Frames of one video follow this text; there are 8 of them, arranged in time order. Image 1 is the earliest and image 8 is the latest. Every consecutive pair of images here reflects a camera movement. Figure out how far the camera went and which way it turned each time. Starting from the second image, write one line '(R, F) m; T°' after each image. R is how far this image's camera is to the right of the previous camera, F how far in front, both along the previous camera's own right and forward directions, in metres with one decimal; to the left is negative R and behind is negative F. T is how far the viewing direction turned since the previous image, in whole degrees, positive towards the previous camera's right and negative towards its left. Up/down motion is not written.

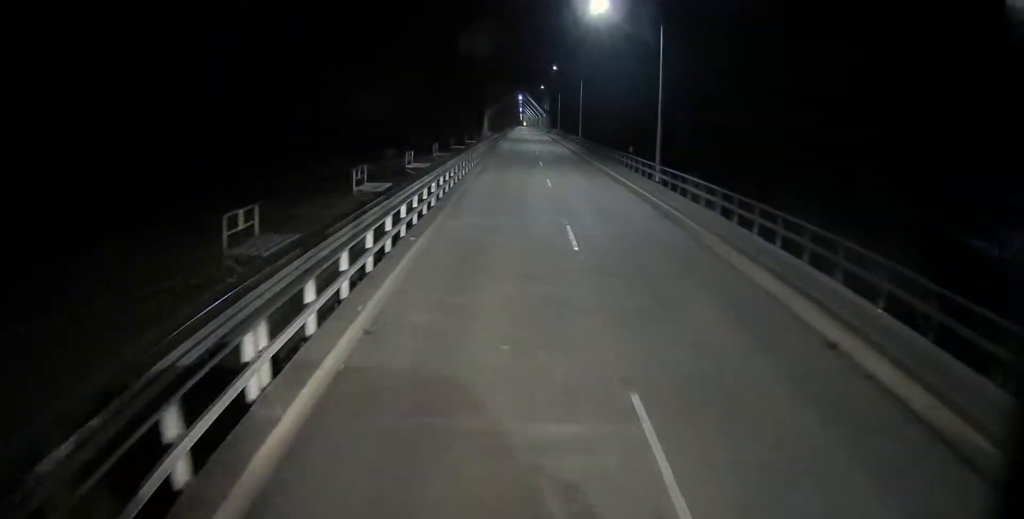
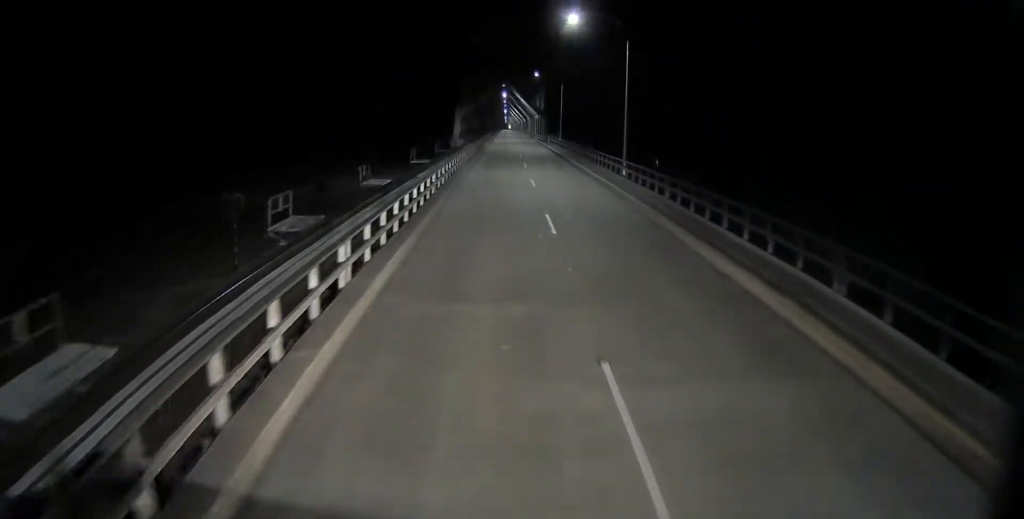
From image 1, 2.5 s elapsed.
(+0.4, +36.6) m; +1°
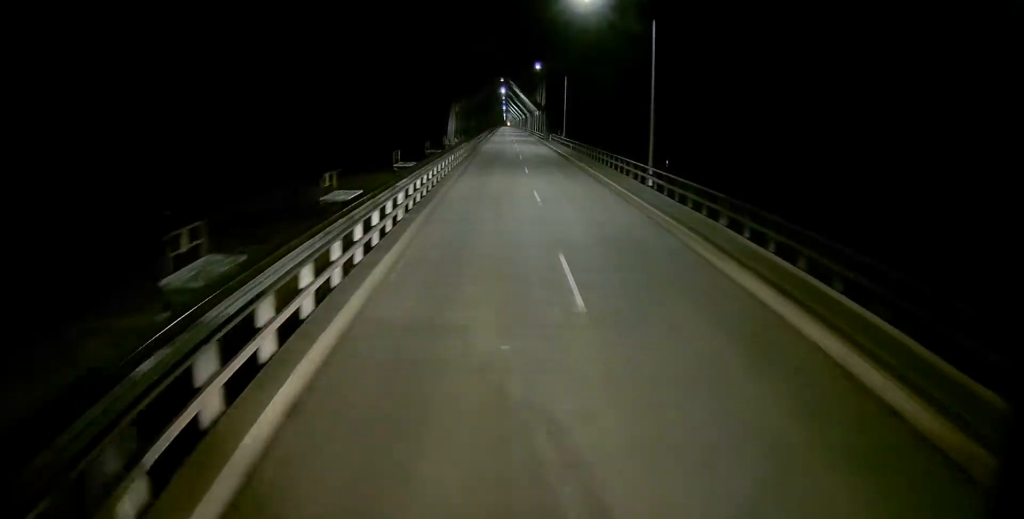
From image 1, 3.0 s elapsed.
(0.0, +7.7) m; 0°
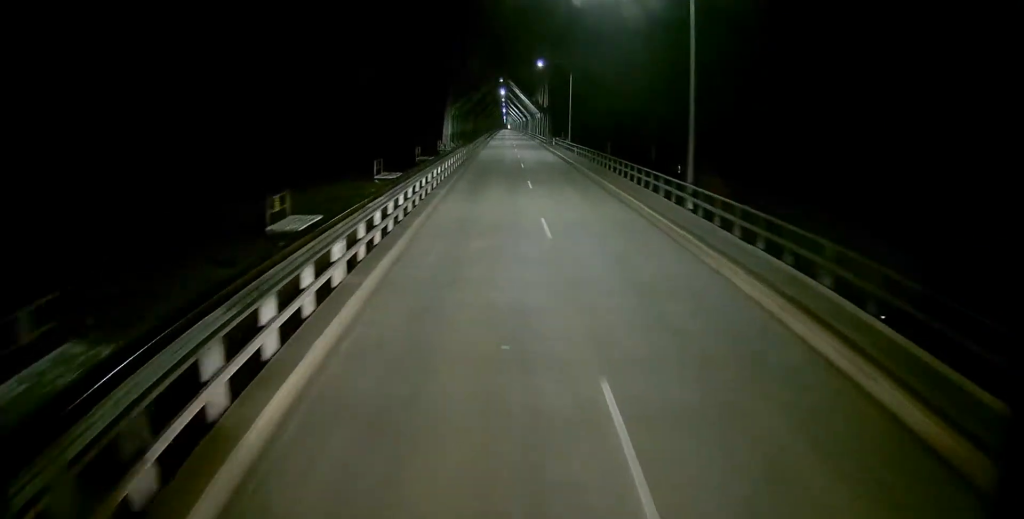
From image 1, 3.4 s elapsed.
(0.0, +6.4) m; 0°
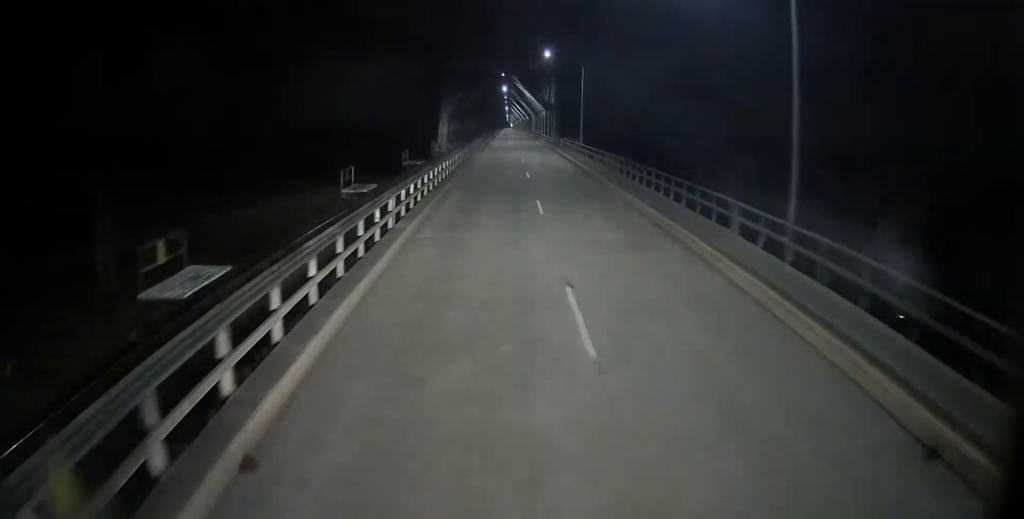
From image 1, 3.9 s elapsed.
(0.0, +7.7) m; 0°
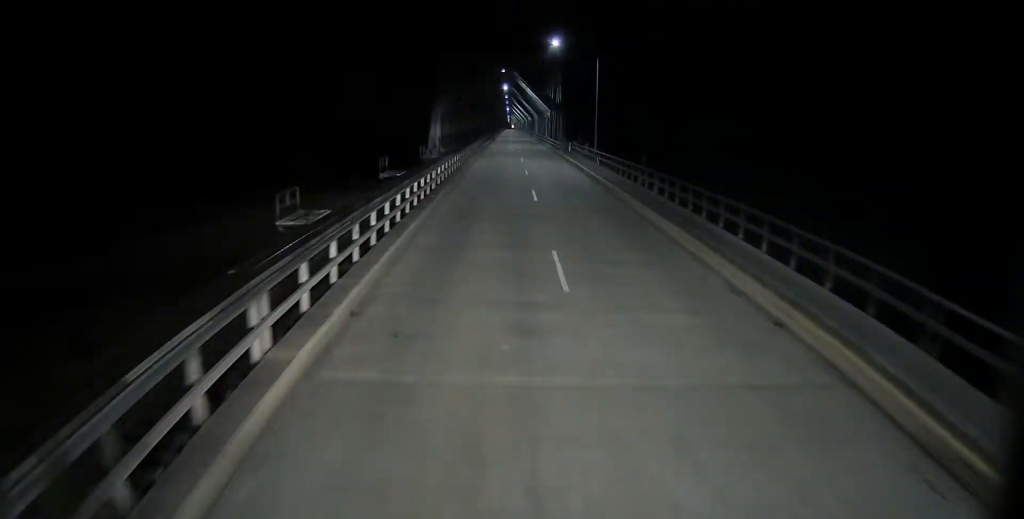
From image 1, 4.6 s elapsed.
(-0.1, +9.2) m; 0°
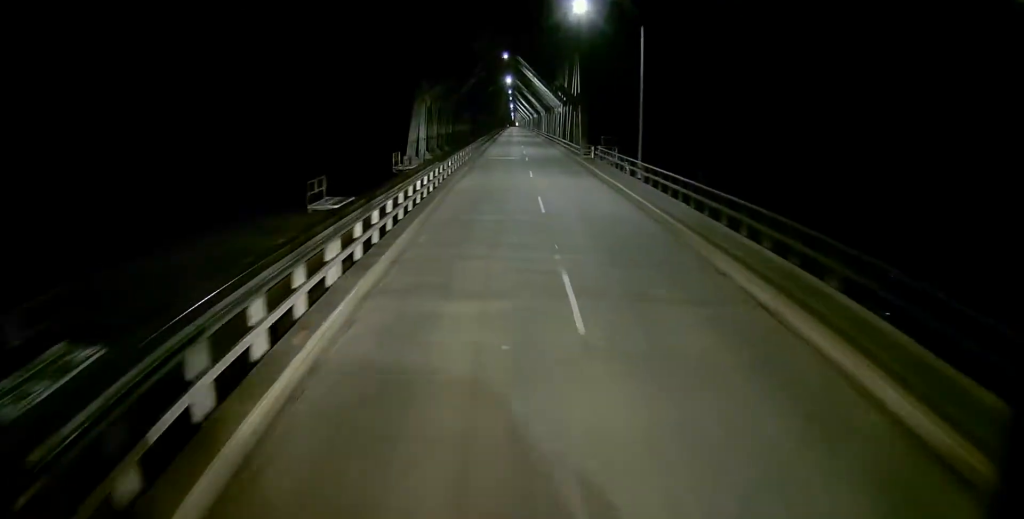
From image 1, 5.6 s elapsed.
(0.0, +15.7) m; -1°
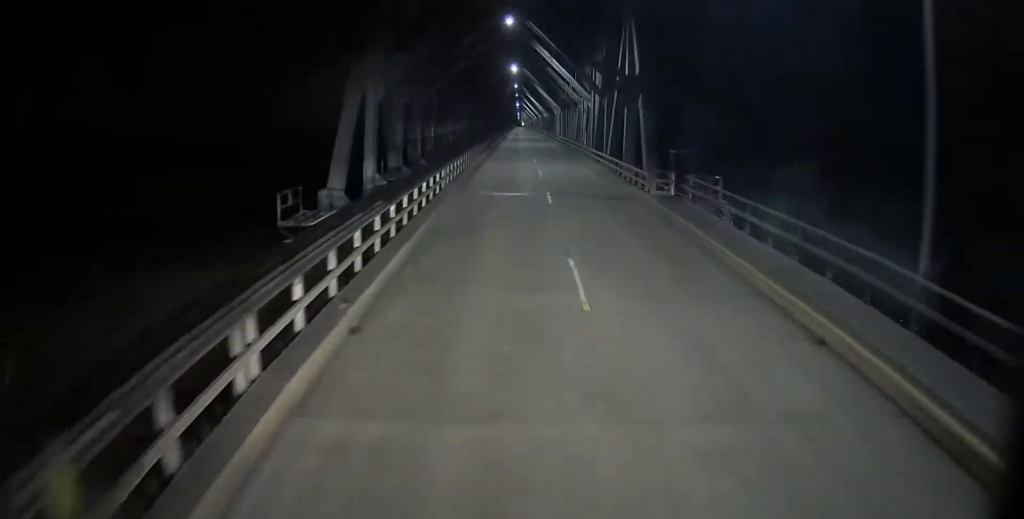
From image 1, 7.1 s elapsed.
(-0.4, +22.0) m; -1°
